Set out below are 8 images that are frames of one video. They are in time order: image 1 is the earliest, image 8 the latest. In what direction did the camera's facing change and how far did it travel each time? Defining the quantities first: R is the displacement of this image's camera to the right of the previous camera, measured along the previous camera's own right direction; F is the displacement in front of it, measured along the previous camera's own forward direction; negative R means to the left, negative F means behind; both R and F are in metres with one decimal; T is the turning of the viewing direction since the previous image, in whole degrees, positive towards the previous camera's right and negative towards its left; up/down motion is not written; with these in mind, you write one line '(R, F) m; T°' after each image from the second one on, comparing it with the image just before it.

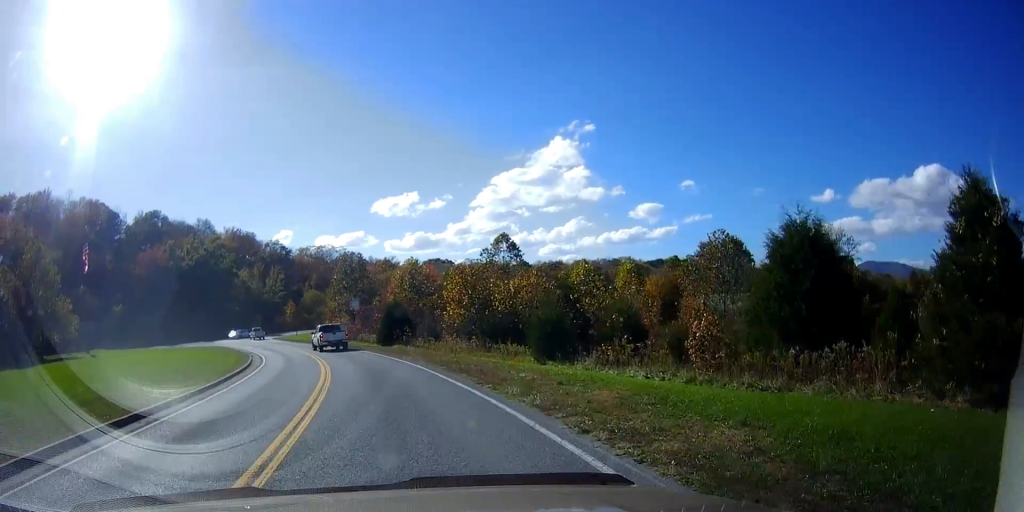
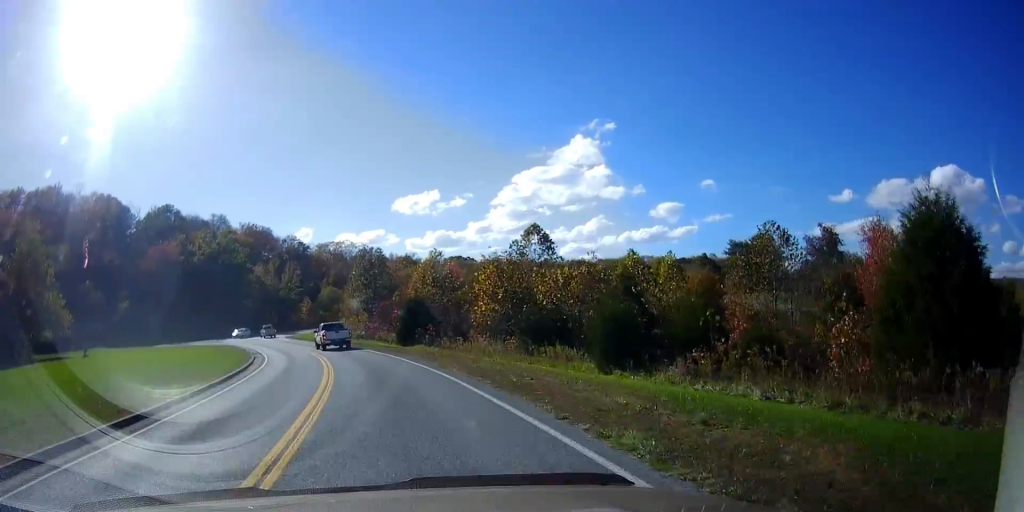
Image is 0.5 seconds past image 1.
(-0.5, +5.0) m; -2°
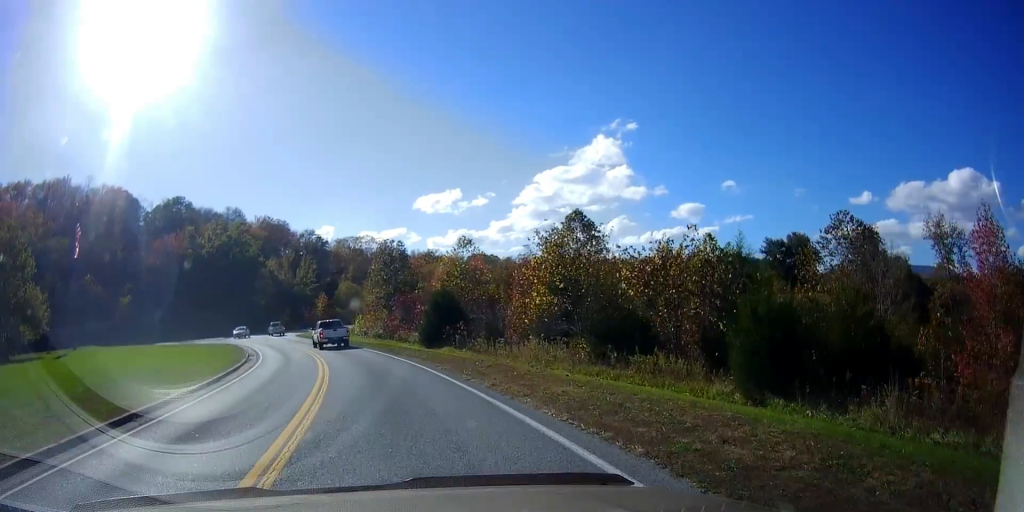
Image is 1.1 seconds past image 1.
(-0.4, +6.8) m; -3°
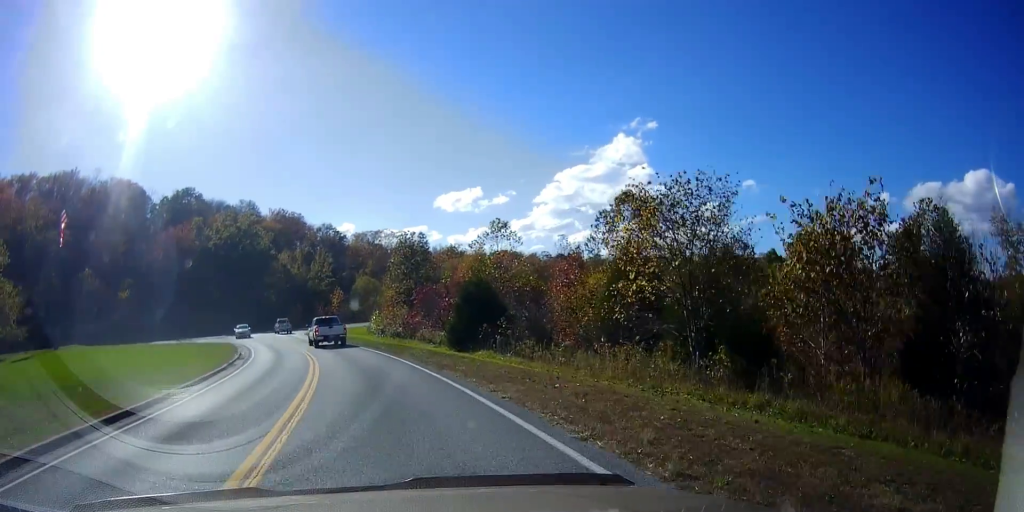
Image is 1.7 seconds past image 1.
(+0.1, +7.2) m; -1°
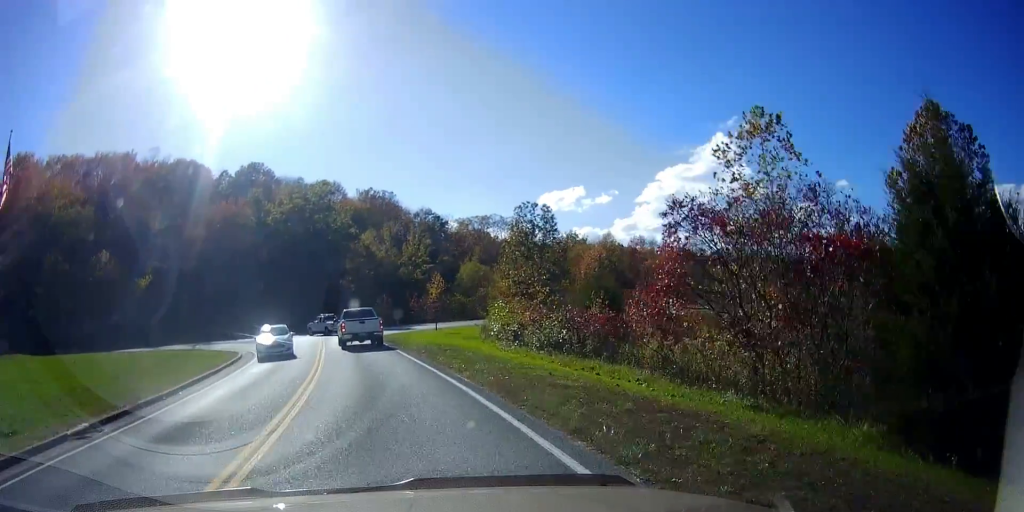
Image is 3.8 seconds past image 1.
(-3.2, +23.9) m; -16°
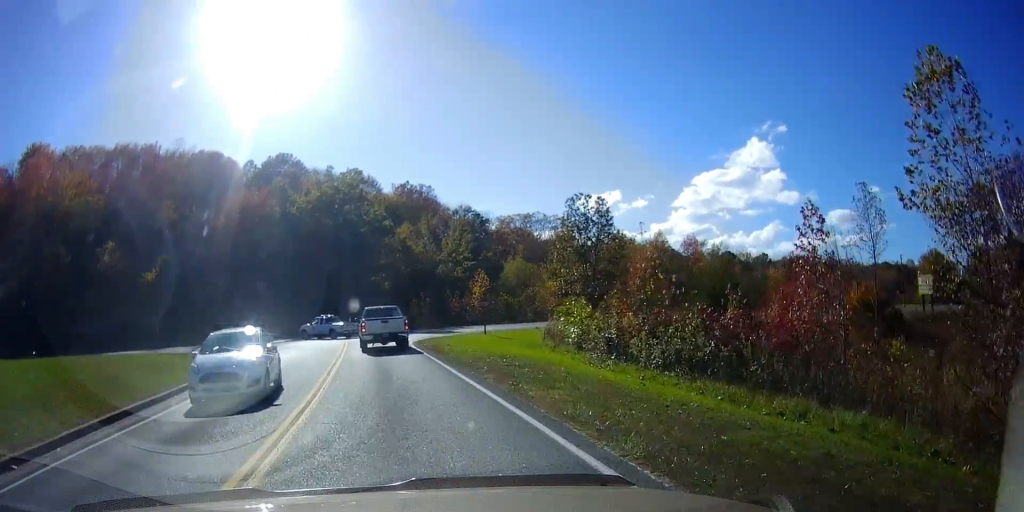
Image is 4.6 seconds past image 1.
(-0.3, +8.3) m; -2°
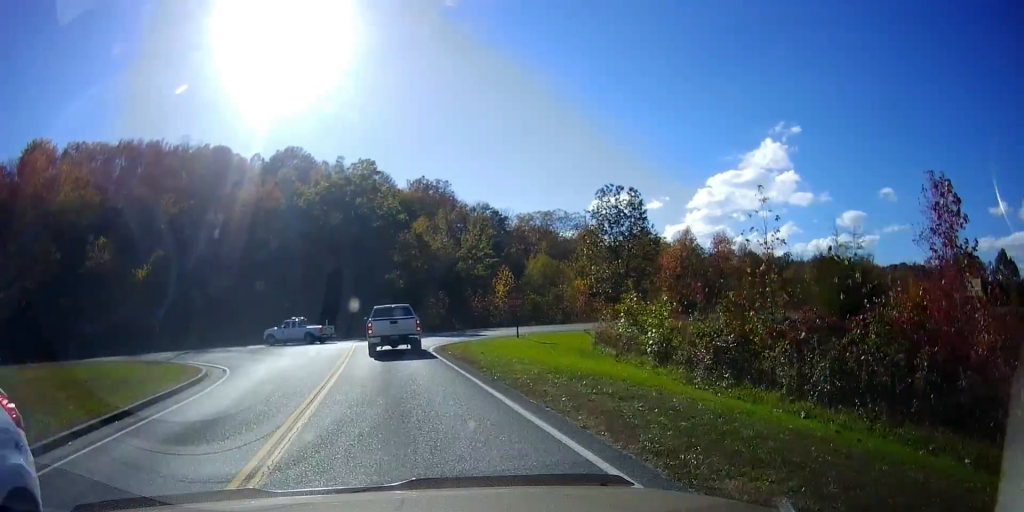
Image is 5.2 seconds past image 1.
(-0.1, +6.5) m; -2°
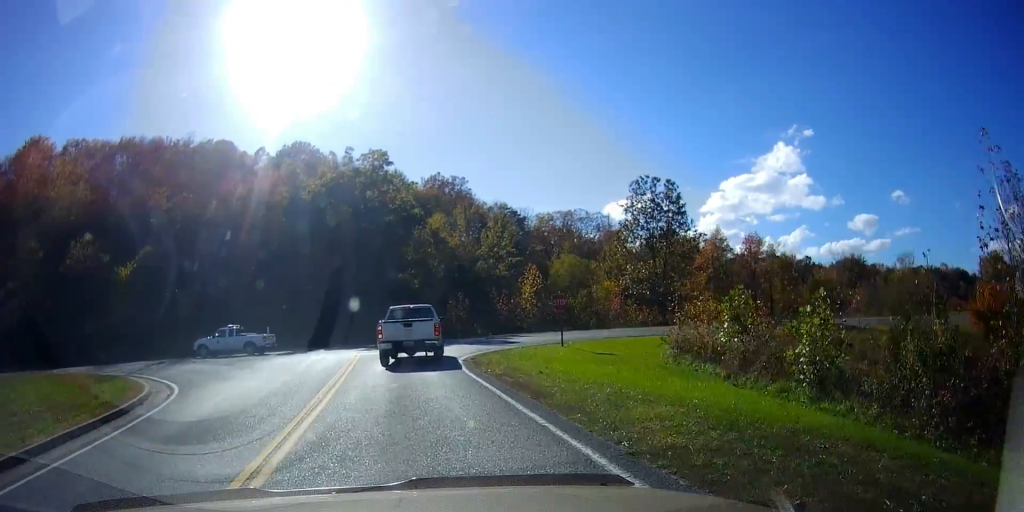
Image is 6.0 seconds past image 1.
(+0.2, +7.5) m; -5°
